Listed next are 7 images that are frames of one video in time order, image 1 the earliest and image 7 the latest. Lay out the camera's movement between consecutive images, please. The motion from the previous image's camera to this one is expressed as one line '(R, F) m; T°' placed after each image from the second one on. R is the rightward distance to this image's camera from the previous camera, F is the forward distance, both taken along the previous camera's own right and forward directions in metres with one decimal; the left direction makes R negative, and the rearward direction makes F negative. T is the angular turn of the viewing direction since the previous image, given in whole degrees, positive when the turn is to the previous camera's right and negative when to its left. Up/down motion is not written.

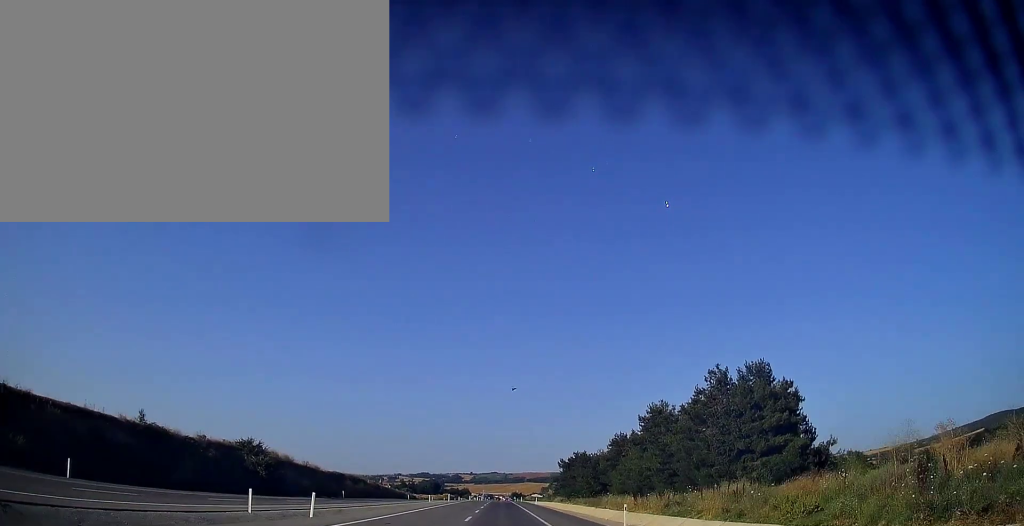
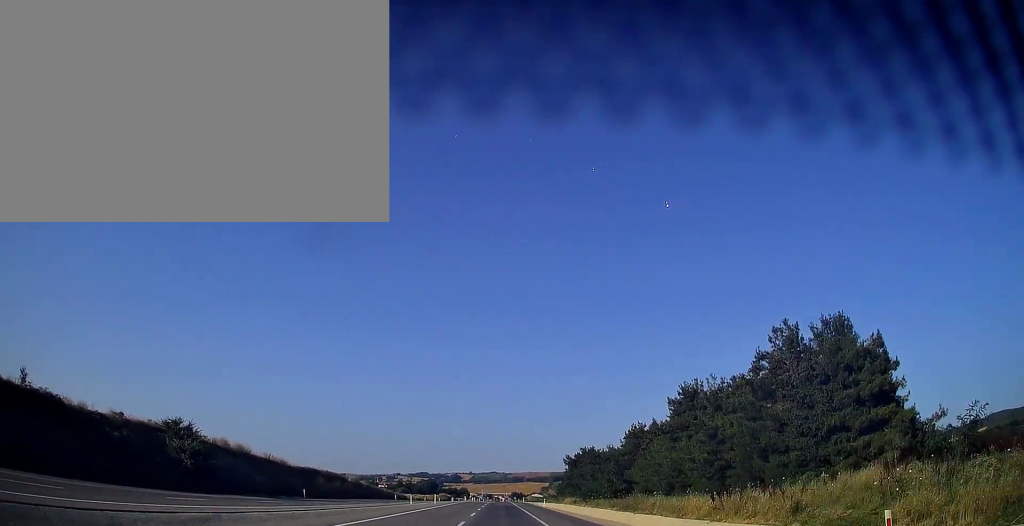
(+0.1, +16.8) m; 0°
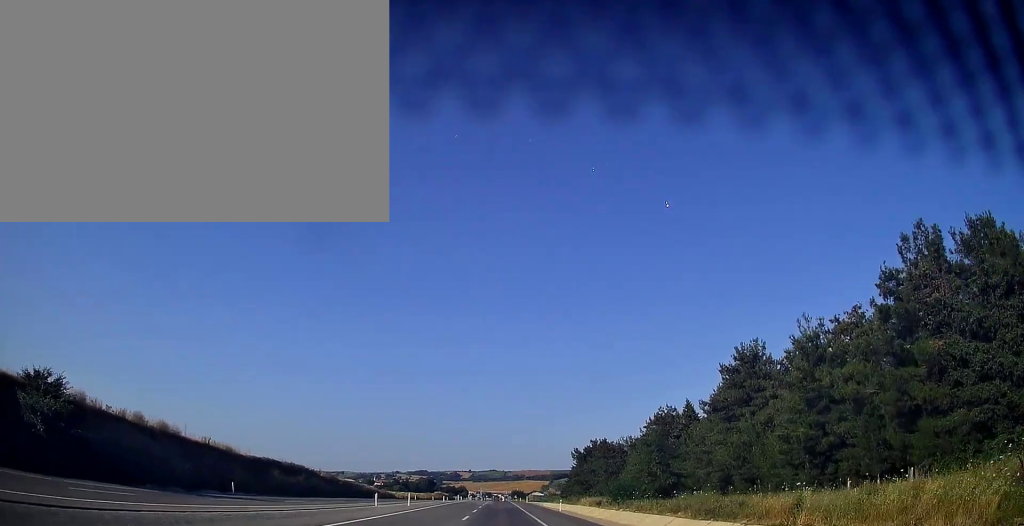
(0.0, +18.8) m; 0°
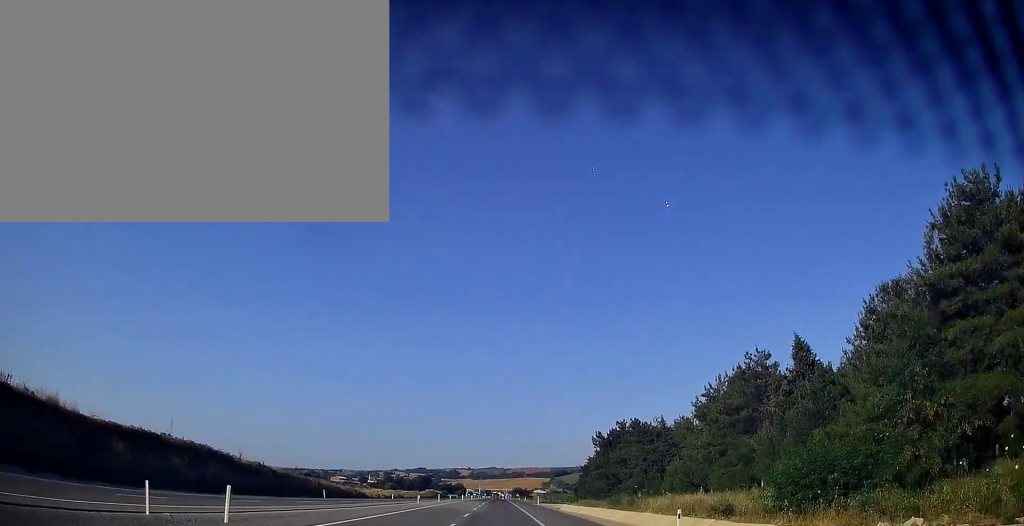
(-0.1, +32.6) m; 0°
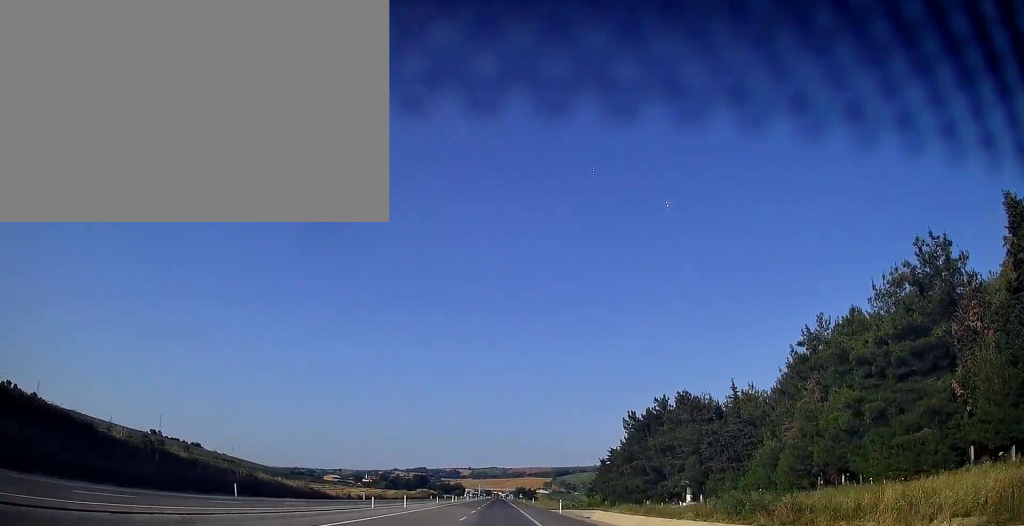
(0.0, +26.6) m; 0°
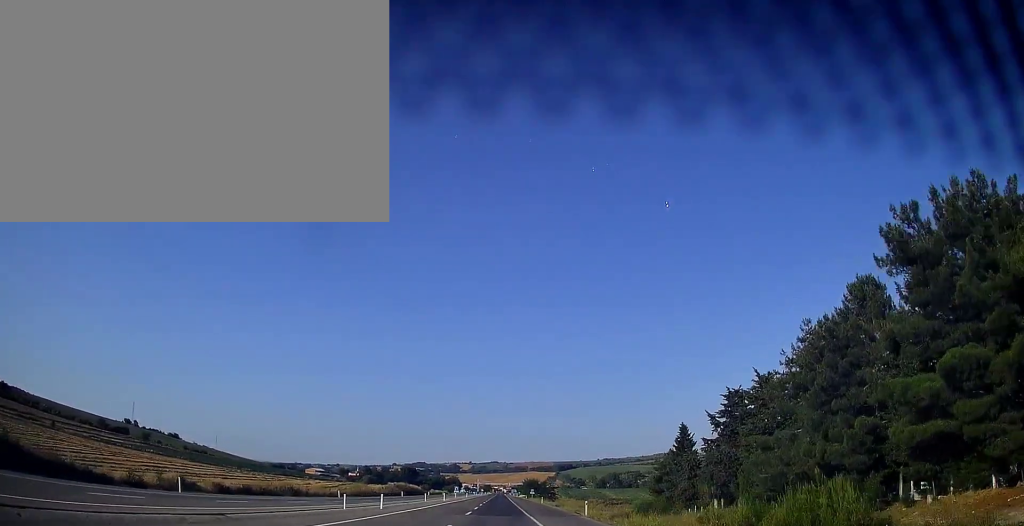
(+0.2, +58.3) m; 0°
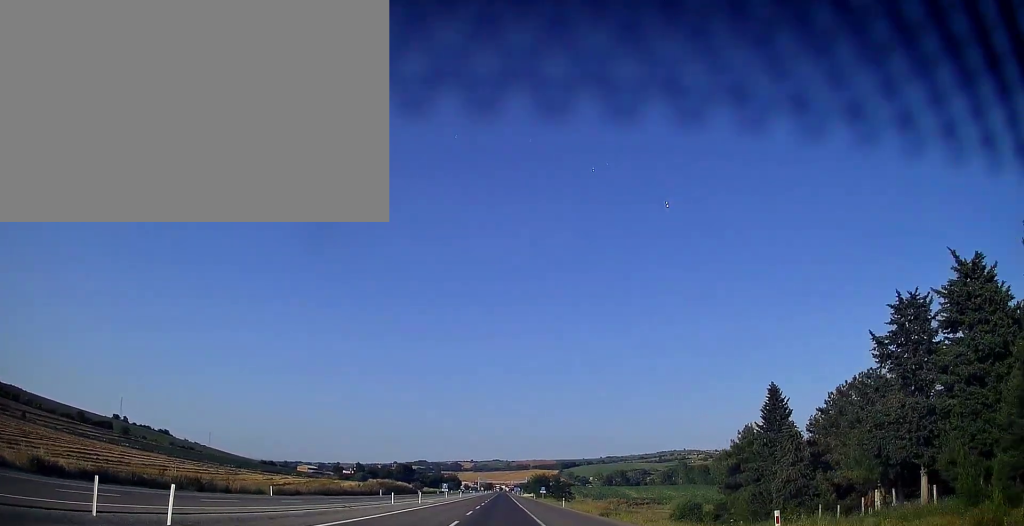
(-0.1, +25.6) m; 0°
